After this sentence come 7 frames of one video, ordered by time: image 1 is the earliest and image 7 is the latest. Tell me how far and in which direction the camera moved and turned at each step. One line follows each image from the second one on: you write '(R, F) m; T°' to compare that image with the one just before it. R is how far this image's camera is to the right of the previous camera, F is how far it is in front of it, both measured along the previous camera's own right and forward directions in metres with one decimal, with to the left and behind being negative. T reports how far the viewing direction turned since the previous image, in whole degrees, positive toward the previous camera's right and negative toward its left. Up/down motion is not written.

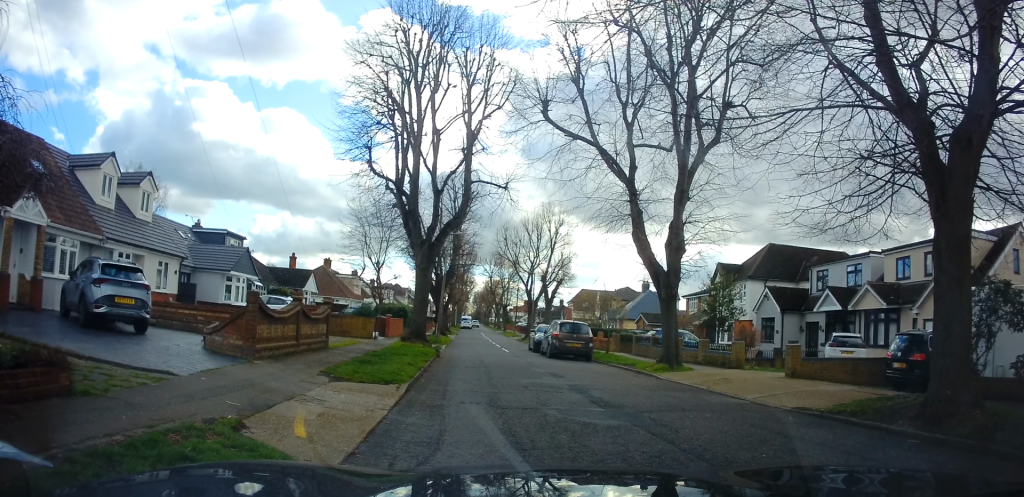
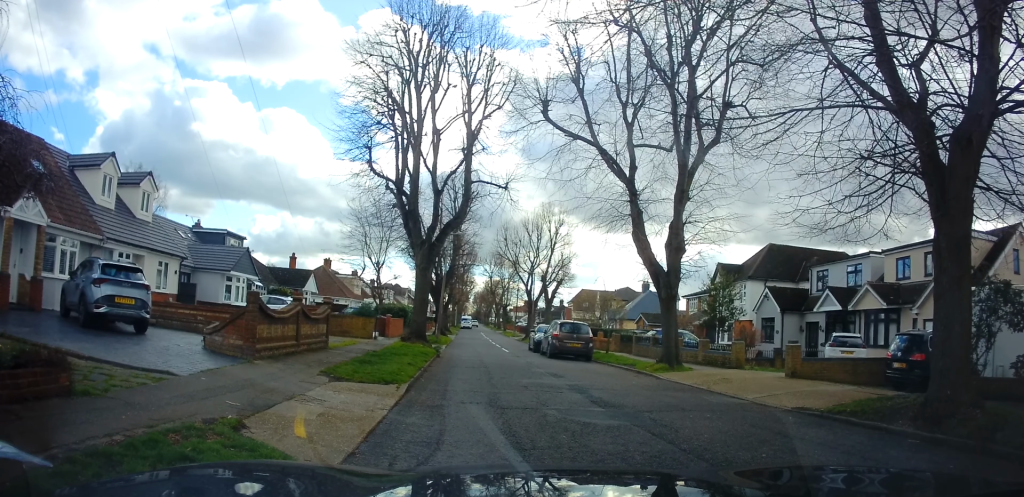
(0.0, 0.0) m; 0°
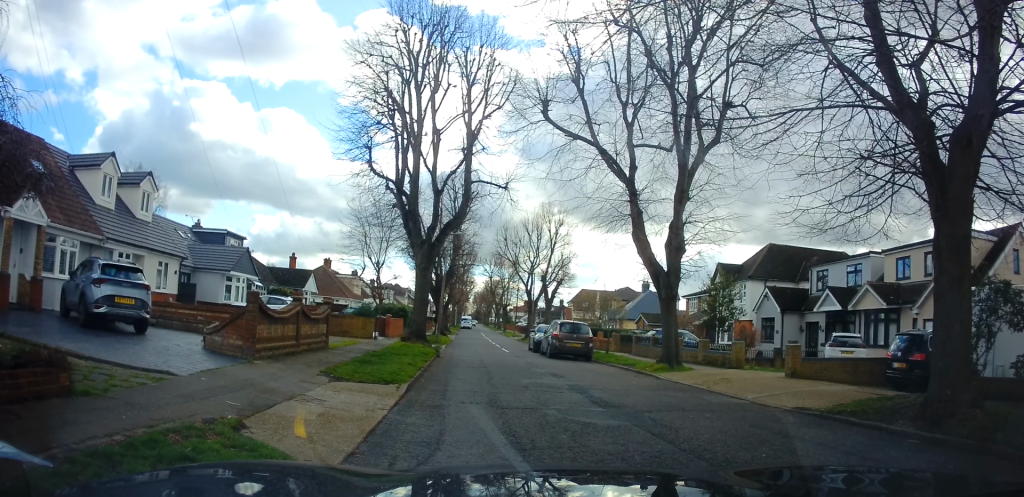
(0.0, 0.0) m; 0°
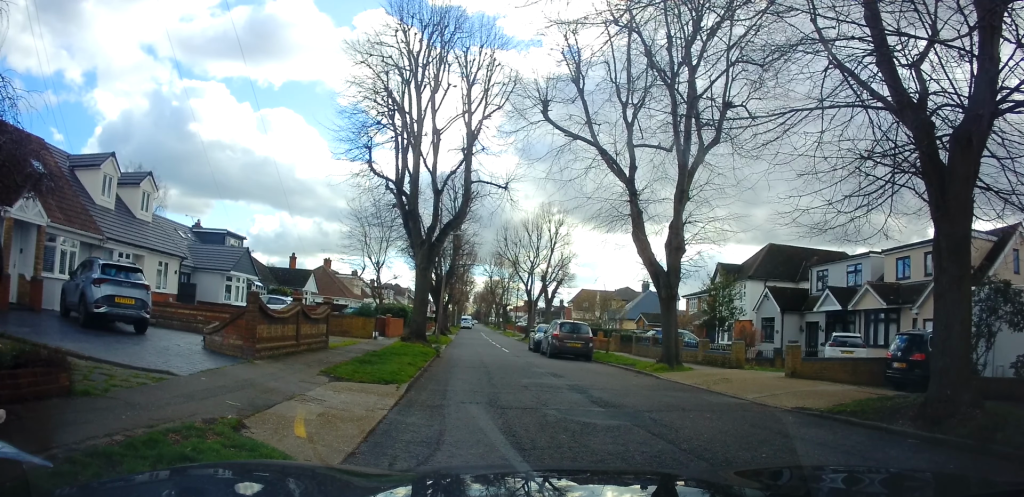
(0.0, 0.0) m; 0°
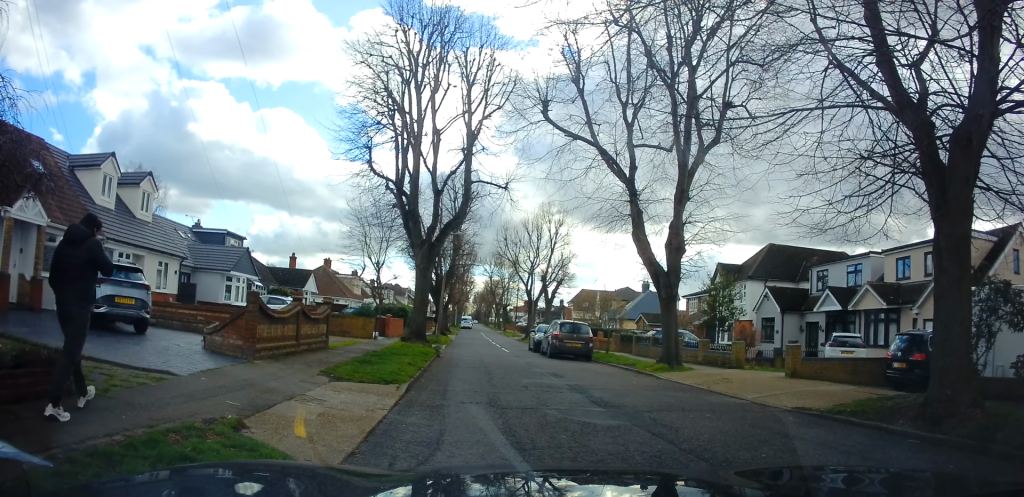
(0.0, 0.0) m; 0°
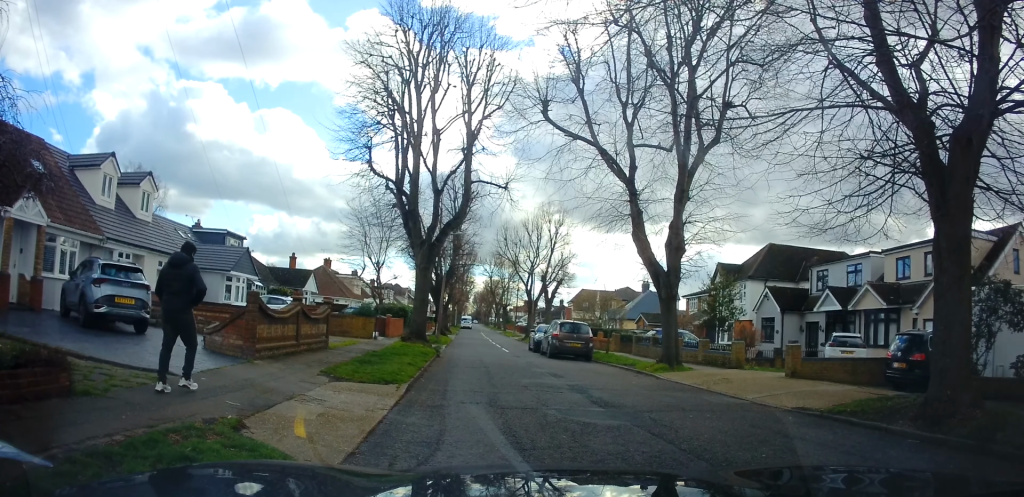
(0.0, 0.0) m; 0°
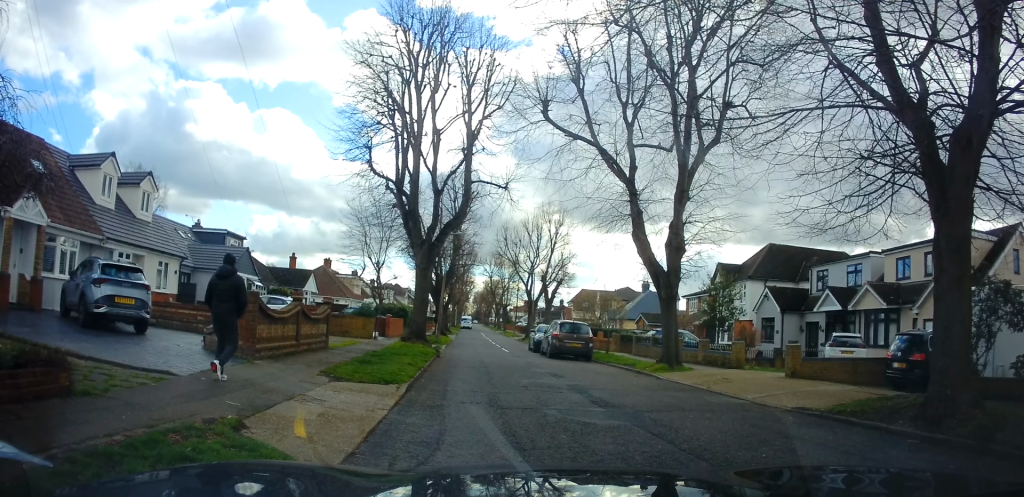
(0.0, 0.0) m; 0°
